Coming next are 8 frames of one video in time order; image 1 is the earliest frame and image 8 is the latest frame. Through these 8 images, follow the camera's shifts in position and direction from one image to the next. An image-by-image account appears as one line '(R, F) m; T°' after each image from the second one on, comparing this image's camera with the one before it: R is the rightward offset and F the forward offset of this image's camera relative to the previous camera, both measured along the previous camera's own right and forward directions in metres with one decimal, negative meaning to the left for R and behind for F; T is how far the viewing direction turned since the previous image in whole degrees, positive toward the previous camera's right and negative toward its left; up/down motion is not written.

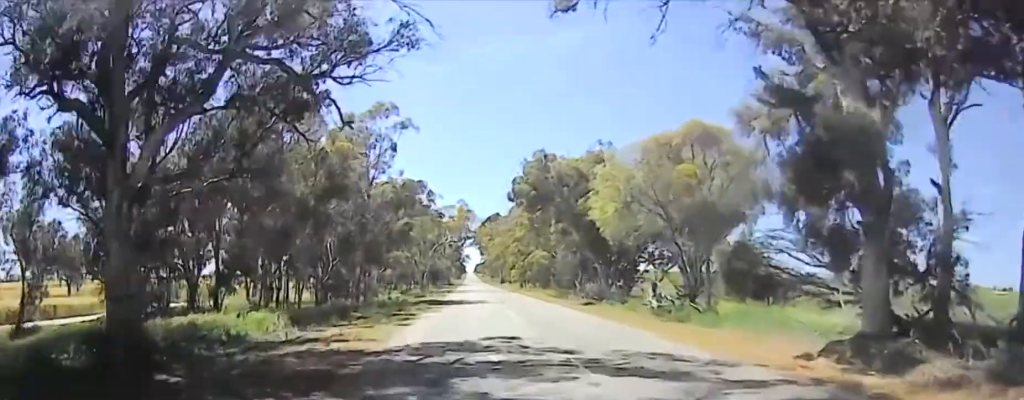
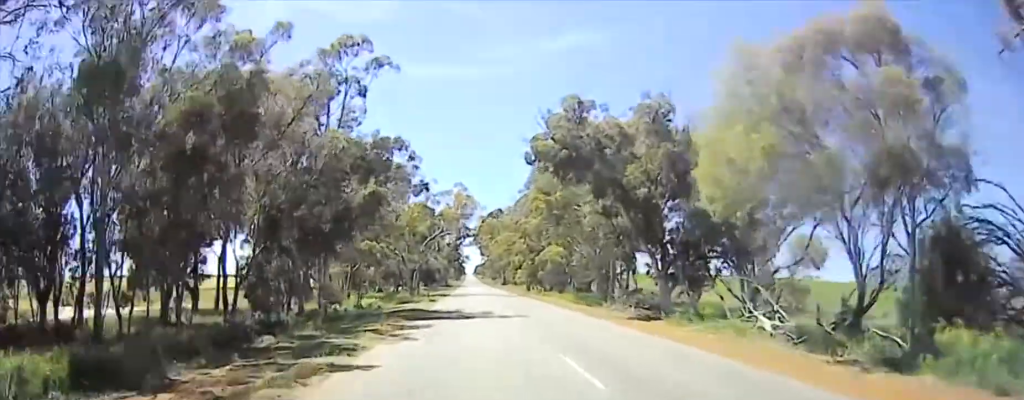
(0.0, +11.7) m; 0°
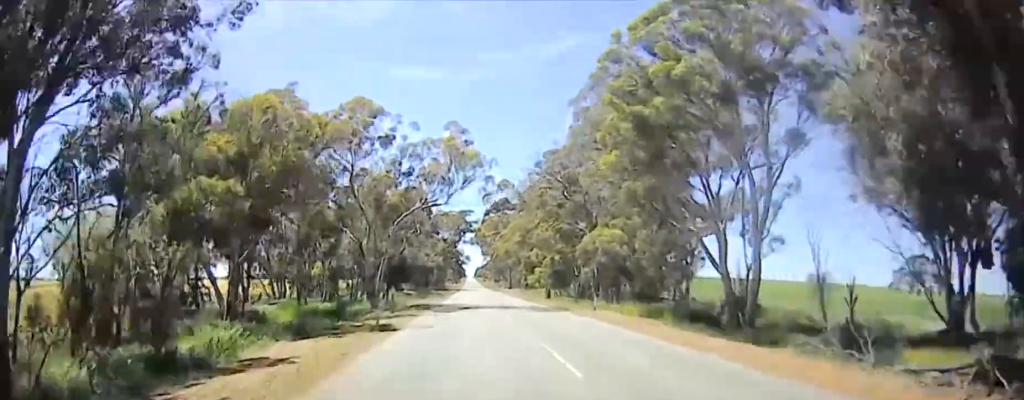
(0.0, +21.3) m; +1°
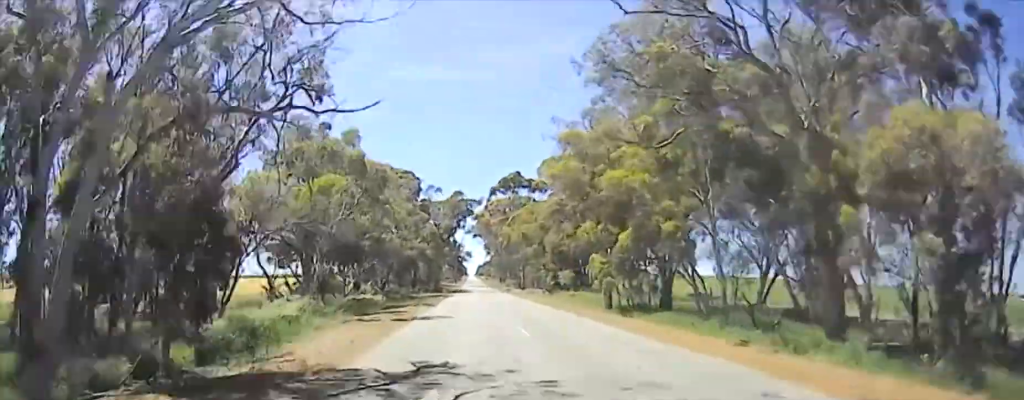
(+0.5, +26.9) m; 0°
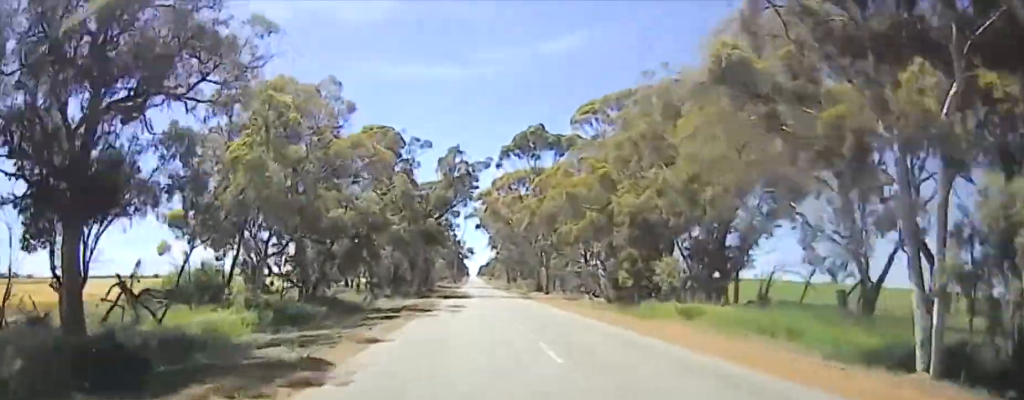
(-0.8, +33.2) m; -3°
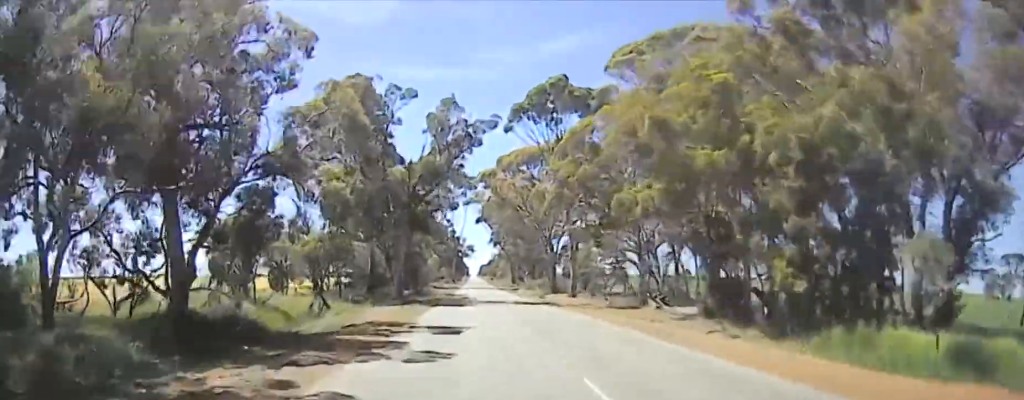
(-0.4, +21.5) m; -1°
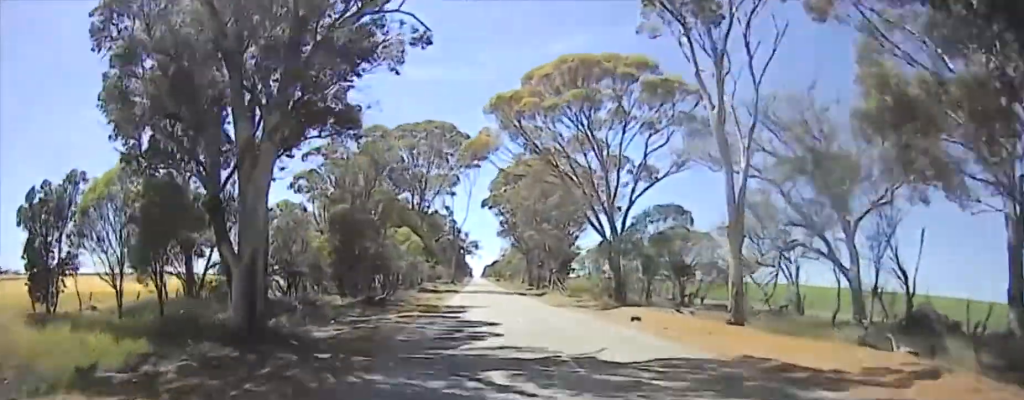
(+0.2, +39.8) m; +1°
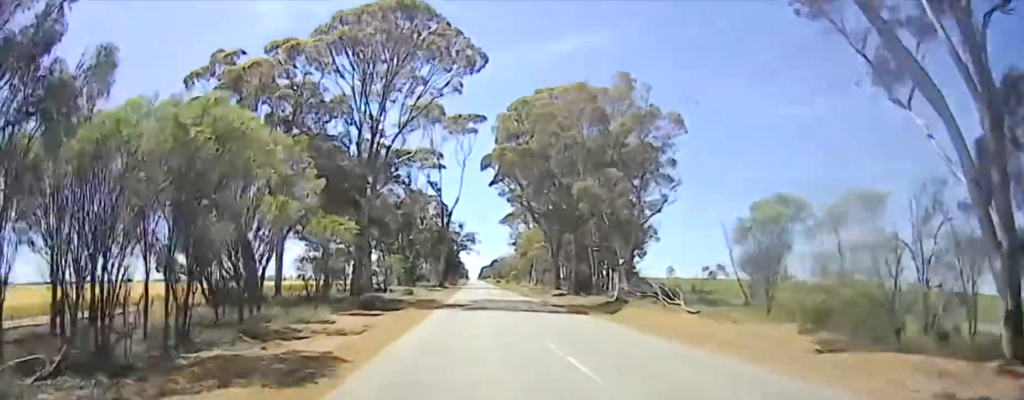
(+0.2, +38.5) m; +1°
